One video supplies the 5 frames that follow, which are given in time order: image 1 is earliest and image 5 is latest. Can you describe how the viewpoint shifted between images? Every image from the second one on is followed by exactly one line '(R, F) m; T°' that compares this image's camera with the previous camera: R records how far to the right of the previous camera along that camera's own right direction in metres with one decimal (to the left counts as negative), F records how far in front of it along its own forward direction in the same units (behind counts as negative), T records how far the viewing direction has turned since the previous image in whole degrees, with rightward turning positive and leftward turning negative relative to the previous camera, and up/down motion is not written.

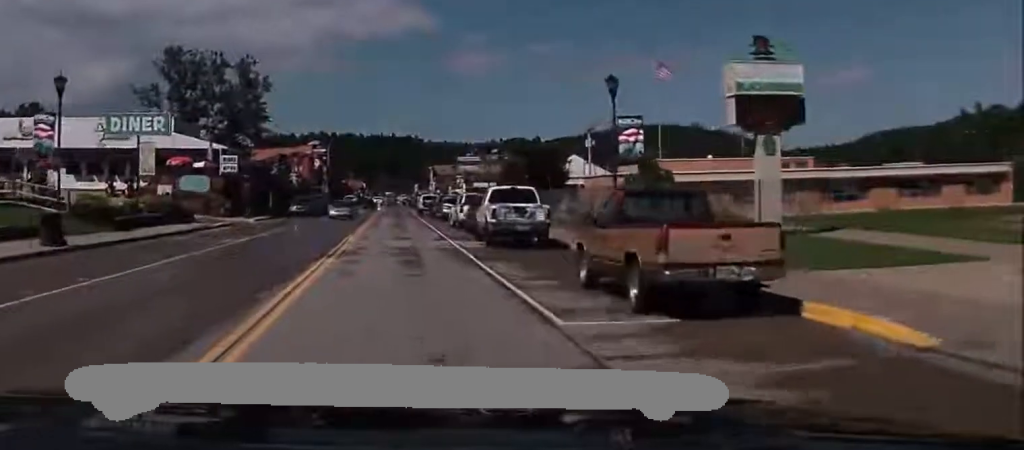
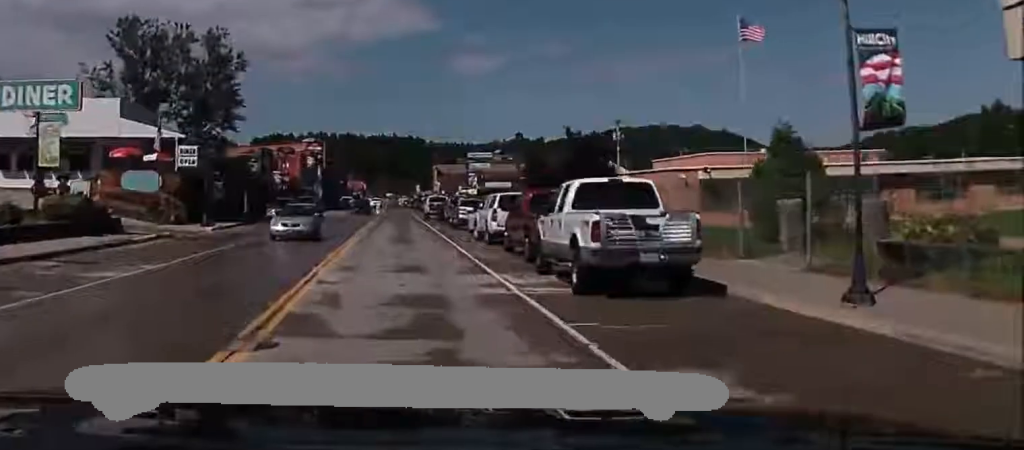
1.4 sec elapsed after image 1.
(-0.6, +13.6) m; 0°
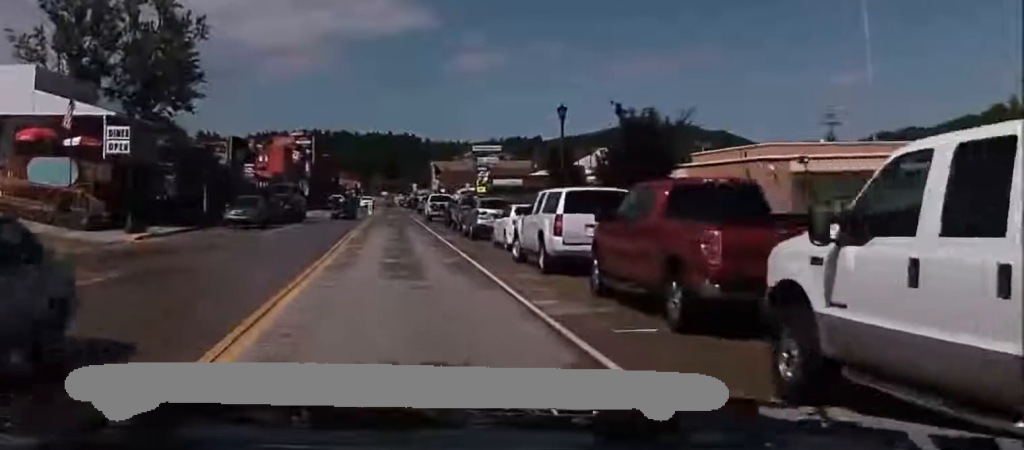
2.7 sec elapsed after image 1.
(+0.5, +12.2) m; +2°
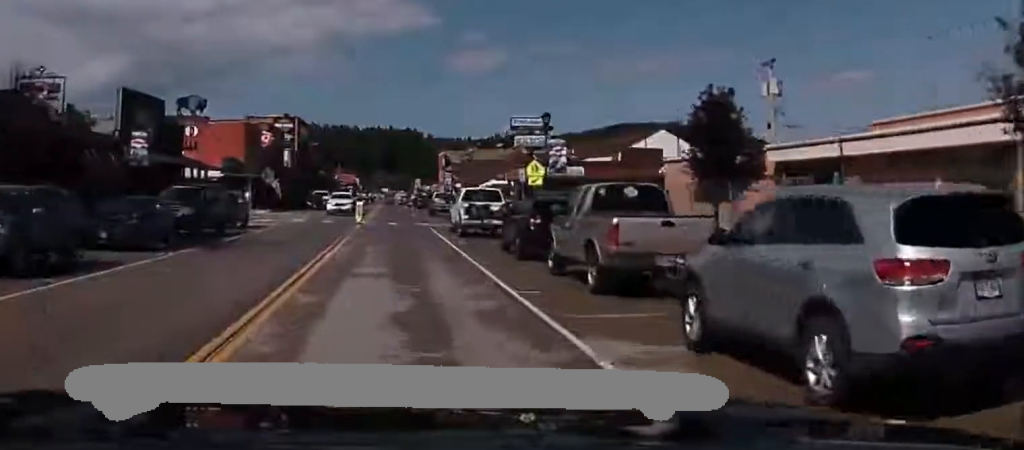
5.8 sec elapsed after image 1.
(-0.3, +28.2) m; -2°
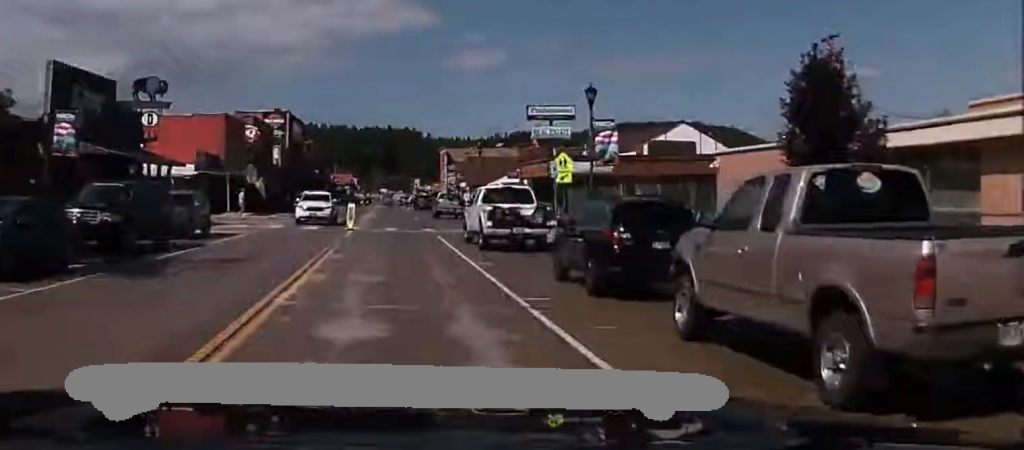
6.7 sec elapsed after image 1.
(0.0, +8.4) m; 0°
